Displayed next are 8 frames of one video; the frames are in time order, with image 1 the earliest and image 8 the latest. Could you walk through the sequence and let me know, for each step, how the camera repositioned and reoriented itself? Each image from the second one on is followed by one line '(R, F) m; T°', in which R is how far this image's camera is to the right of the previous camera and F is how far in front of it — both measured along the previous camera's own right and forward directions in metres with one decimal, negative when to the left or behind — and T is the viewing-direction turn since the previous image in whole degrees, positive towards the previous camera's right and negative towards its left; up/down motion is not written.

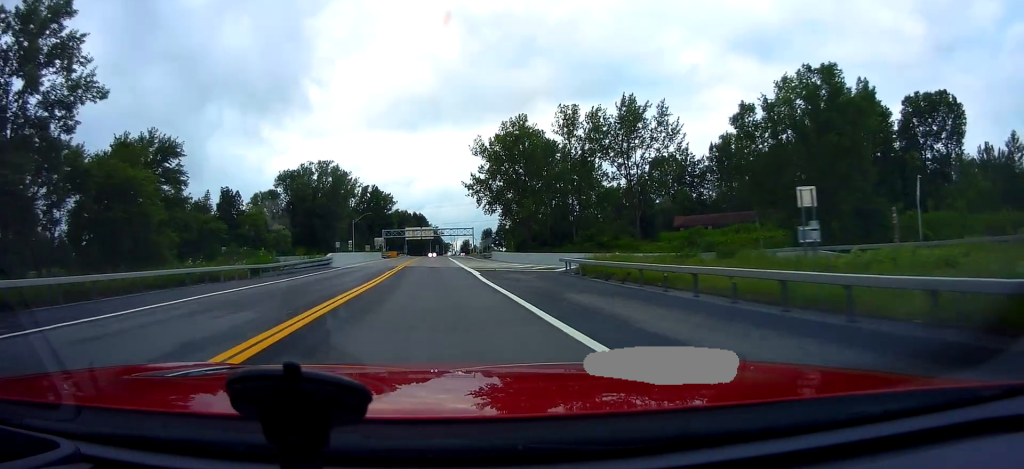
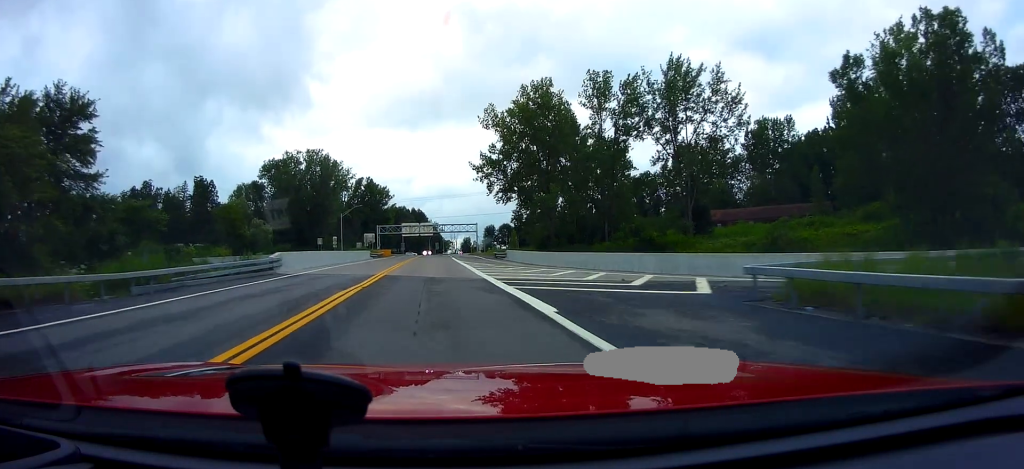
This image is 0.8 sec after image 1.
(-0.3, +16.4) m; 0°
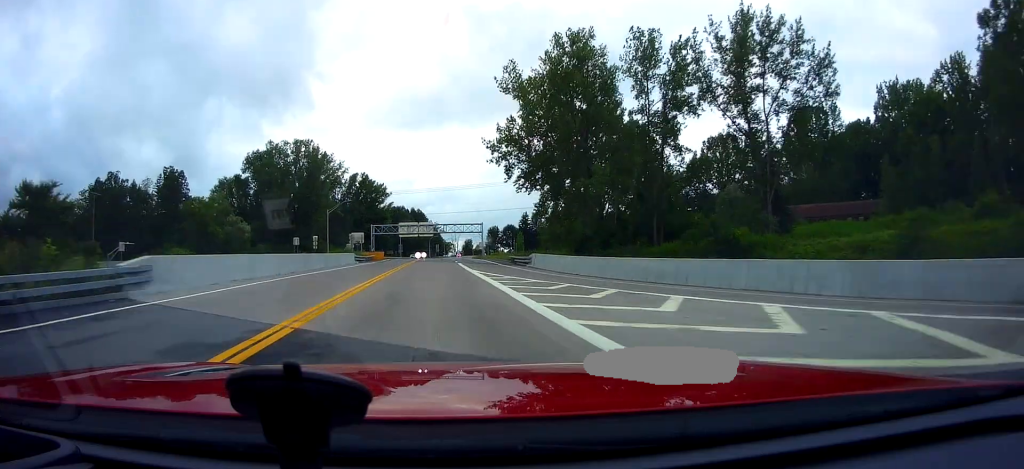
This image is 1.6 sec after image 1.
(+0.1, +15.8) m; 0°
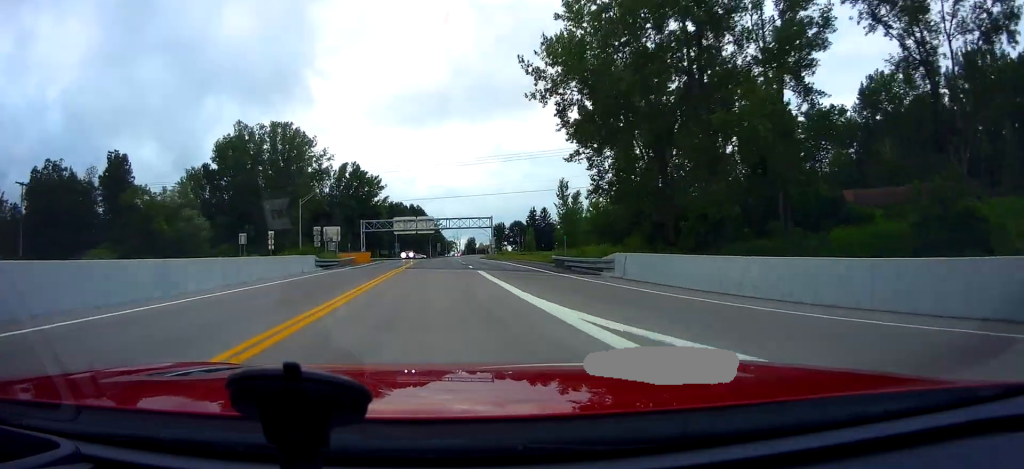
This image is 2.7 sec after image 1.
(+0.1, +21.9) m; 0°
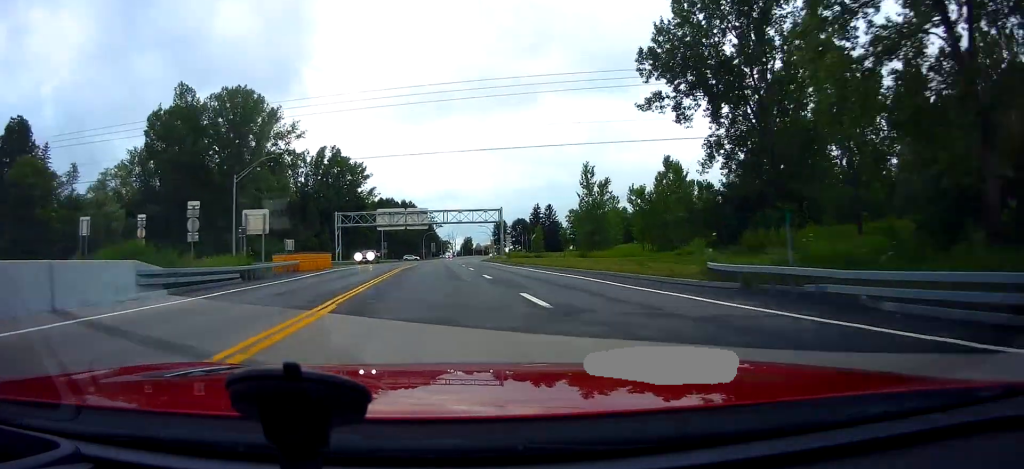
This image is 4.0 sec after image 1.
(+0.1, +25.8) m; 0°
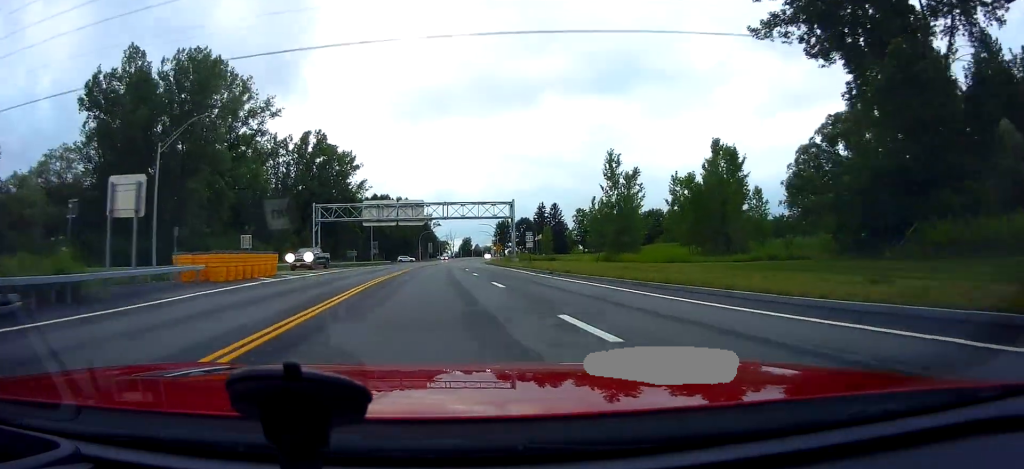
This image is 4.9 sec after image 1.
(-0.2, +16.2) m; +1°
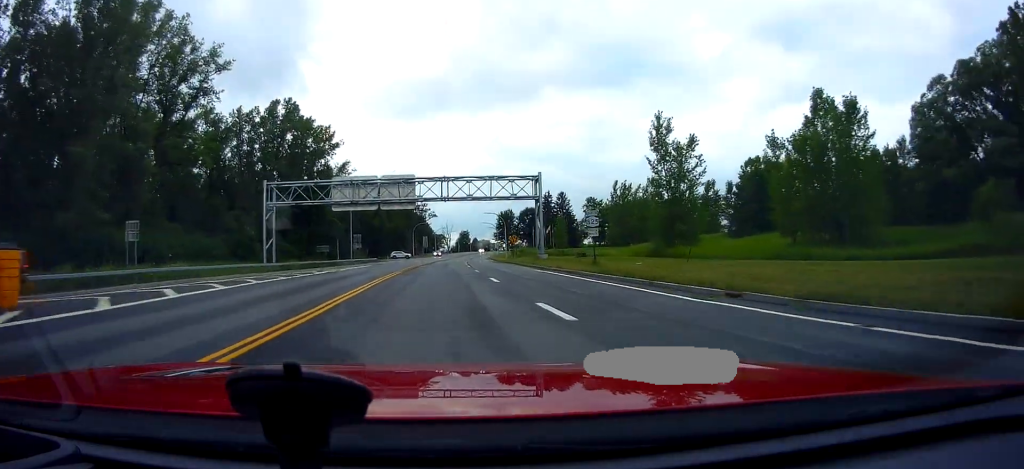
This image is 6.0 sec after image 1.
(+0.5, +21.6) m; +2°
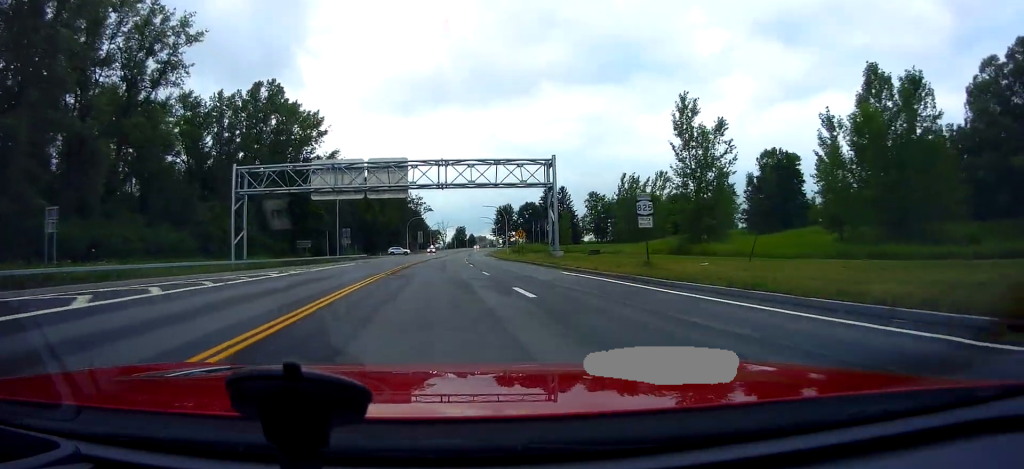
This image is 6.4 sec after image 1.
(0.0, +8.1) m; 0°
